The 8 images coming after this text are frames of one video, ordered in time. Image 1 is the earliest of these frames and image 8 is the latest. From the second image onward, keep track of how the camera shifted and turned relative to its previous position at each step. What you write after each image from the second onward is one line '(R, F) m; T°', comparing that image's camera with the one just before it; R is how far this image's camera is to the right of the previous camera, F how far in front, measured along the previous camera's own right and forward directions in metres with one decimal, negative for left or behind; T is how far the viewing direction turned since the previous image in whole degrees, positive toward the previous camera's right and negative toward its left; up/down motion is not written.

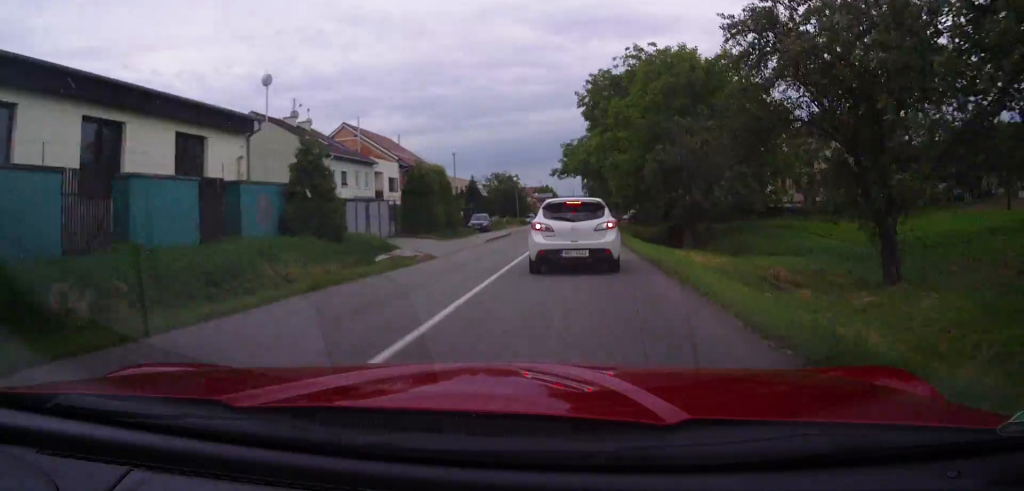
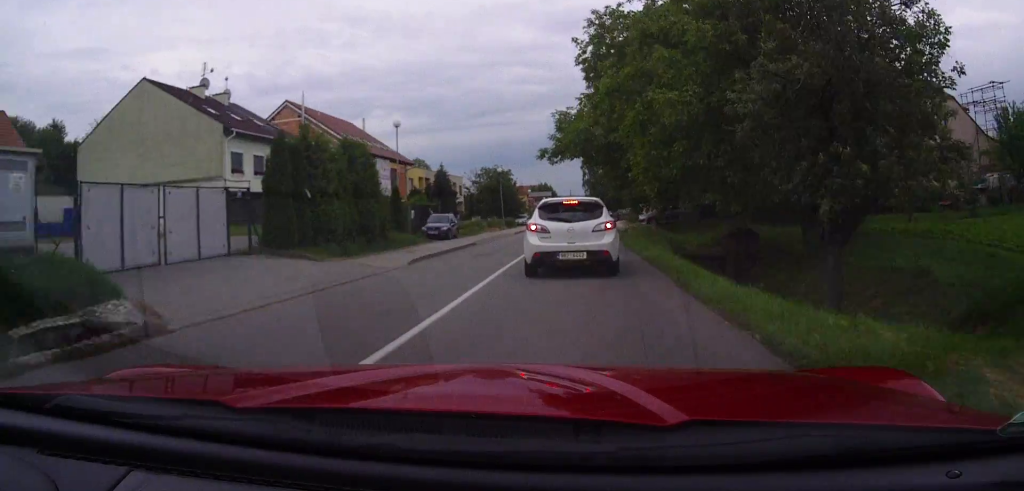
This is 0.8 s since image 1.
(+0.1, +15.0) m; +1°
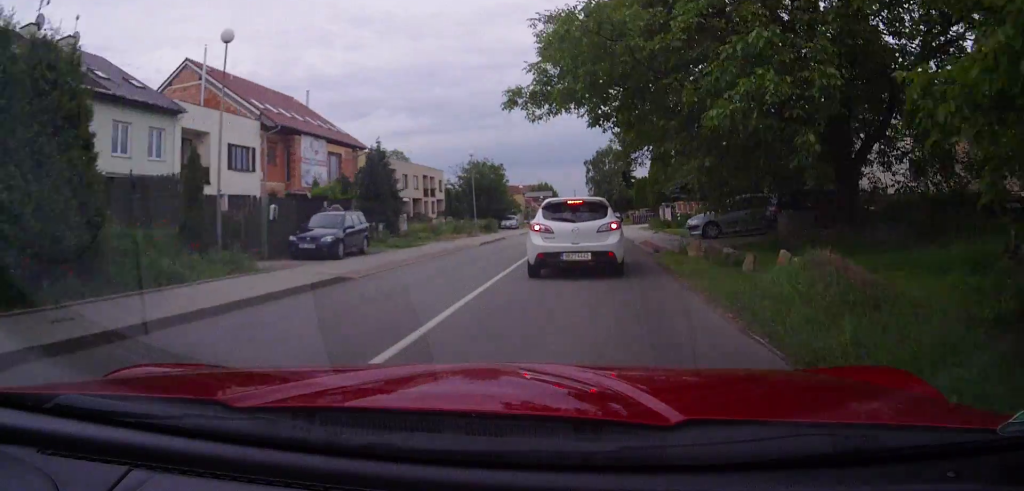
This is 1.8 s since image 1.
(+0.1, +15.8) m; +1°
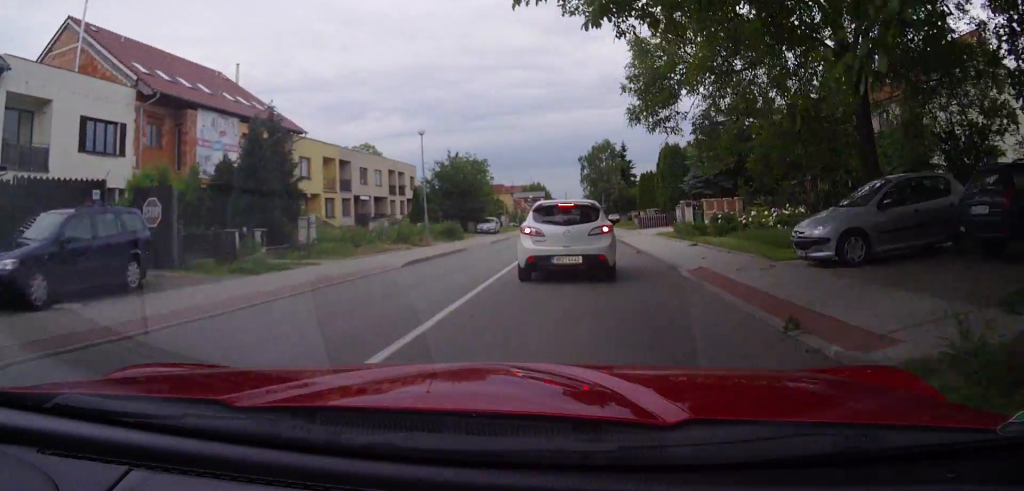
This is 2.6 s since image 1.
(+0.1, +11.2) m; 0°
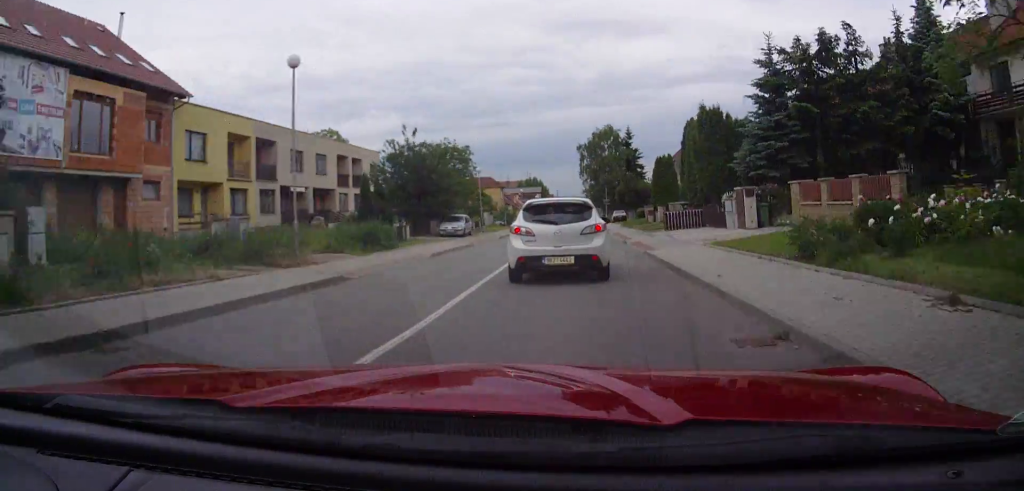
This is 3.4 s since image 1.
(0.0, +13.4) m; 0°
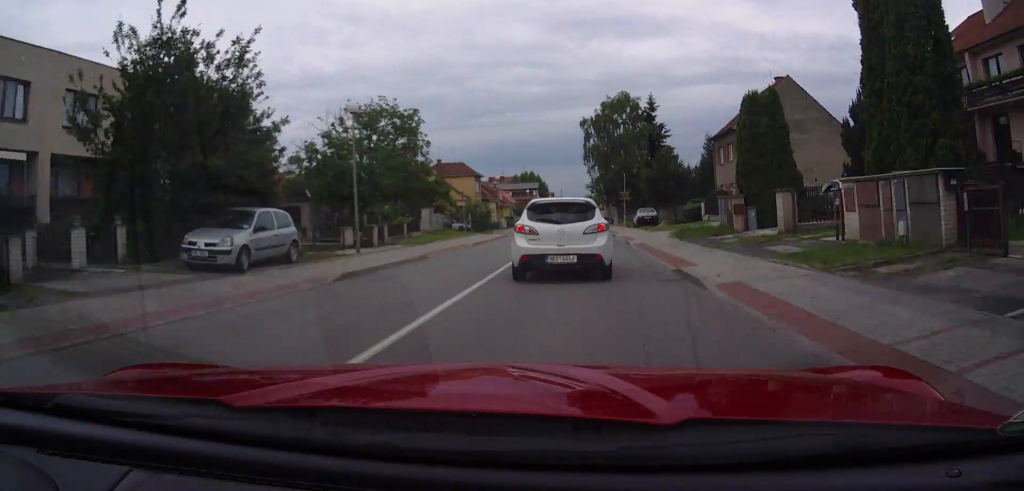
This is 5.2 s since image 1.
(0.0, +27.8) m; 0°
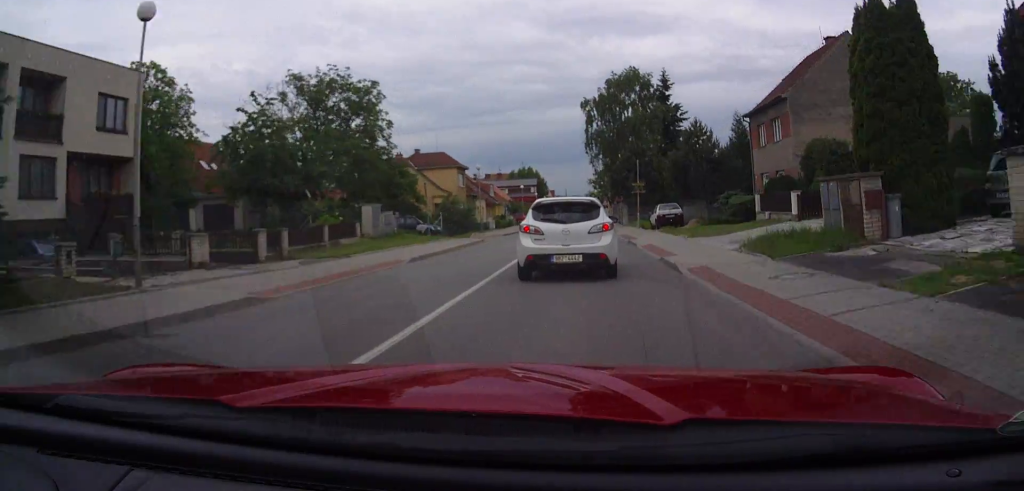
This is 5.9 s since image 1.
(0.0, +11.2) m; 0°
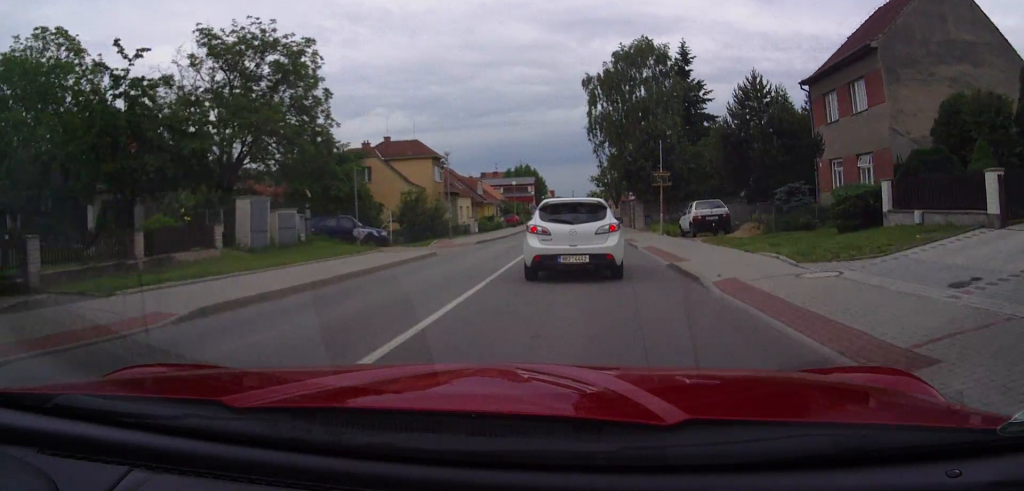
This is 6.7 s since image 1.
(0.0, +11.8) m; -1°
